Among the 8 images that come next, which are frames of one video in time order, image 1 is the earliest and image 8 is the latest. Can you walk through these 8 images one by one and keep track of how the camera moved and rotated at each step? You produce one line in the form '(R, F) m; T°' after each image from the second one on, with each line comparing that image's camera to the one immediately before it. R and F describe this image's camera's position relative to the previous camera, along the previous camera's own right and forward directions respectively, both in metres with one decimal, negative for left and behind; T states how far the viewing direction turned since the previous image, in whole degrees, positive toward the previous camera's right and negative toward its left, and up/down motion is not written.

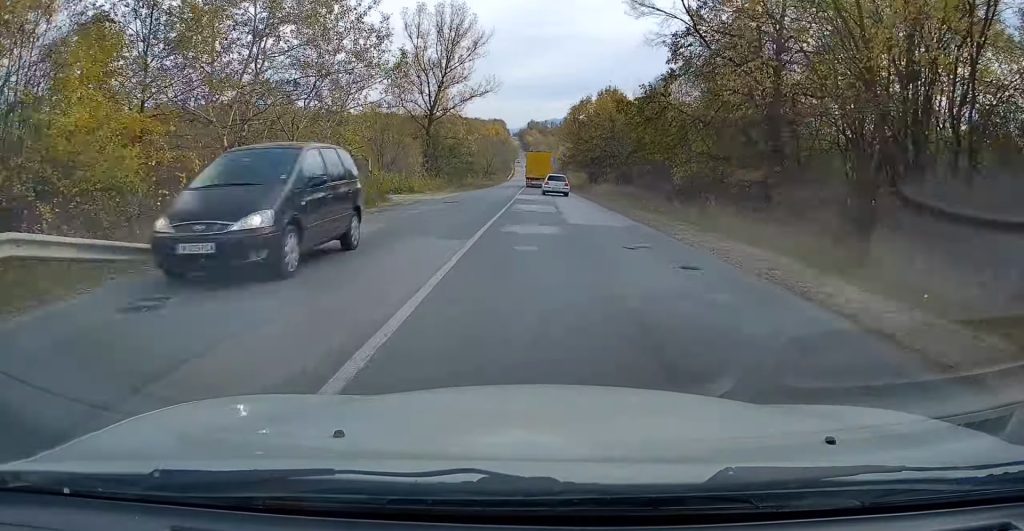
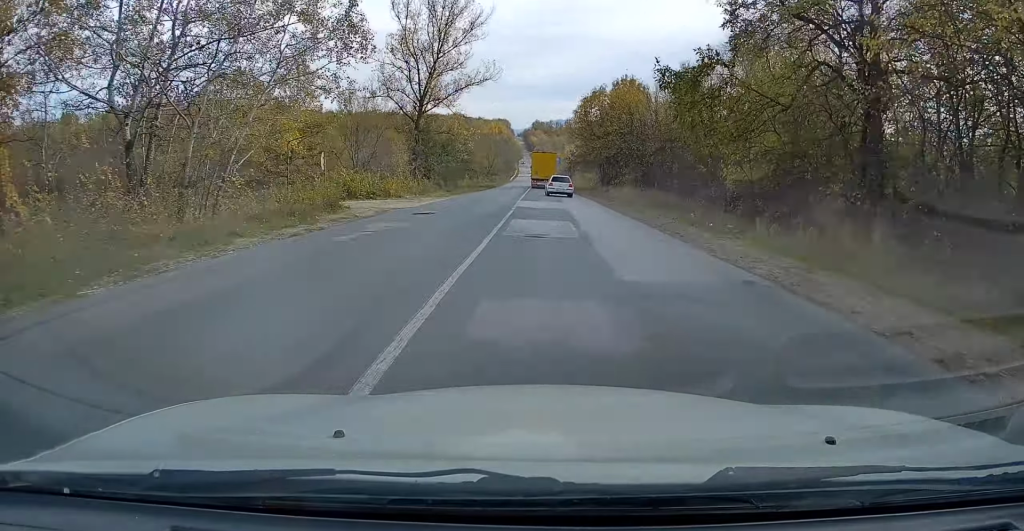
(0.0, +9.8) m; 0°
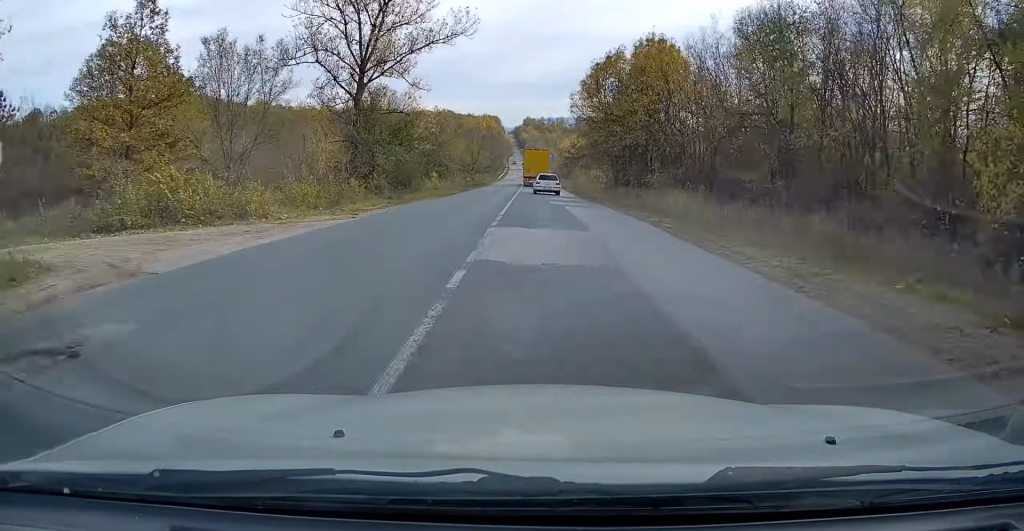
(0.0, +18.2) m; 0°
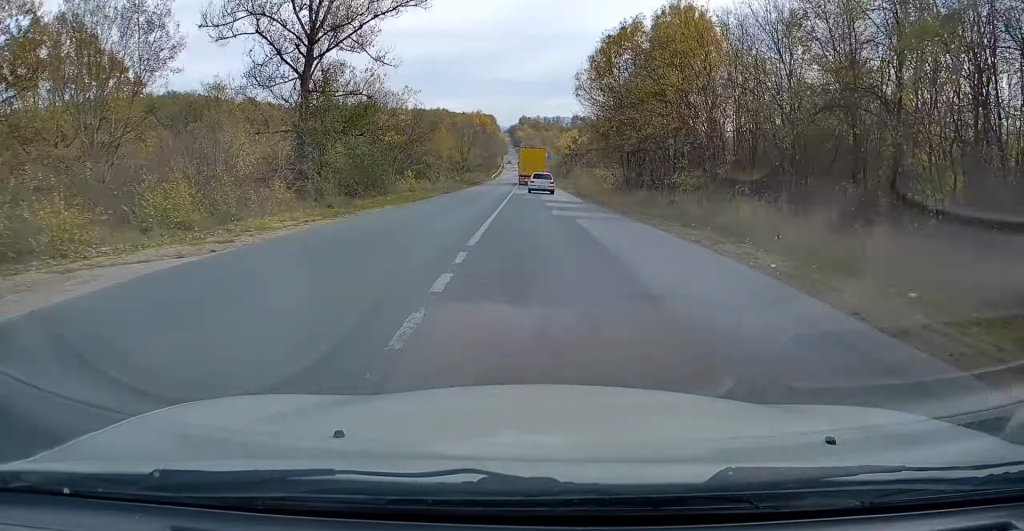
(0.0, +8.7) m; 0°
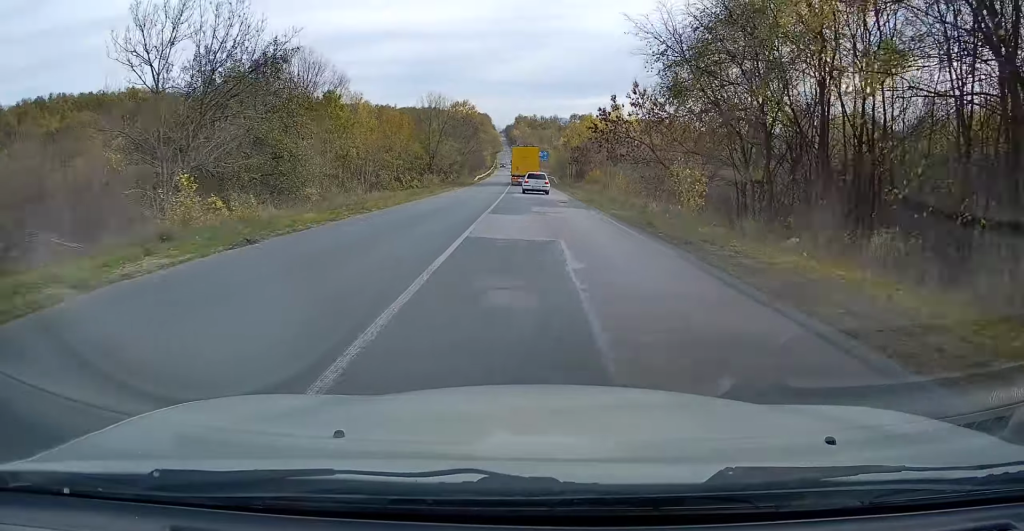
(+0.1, +26.2) m; +1°
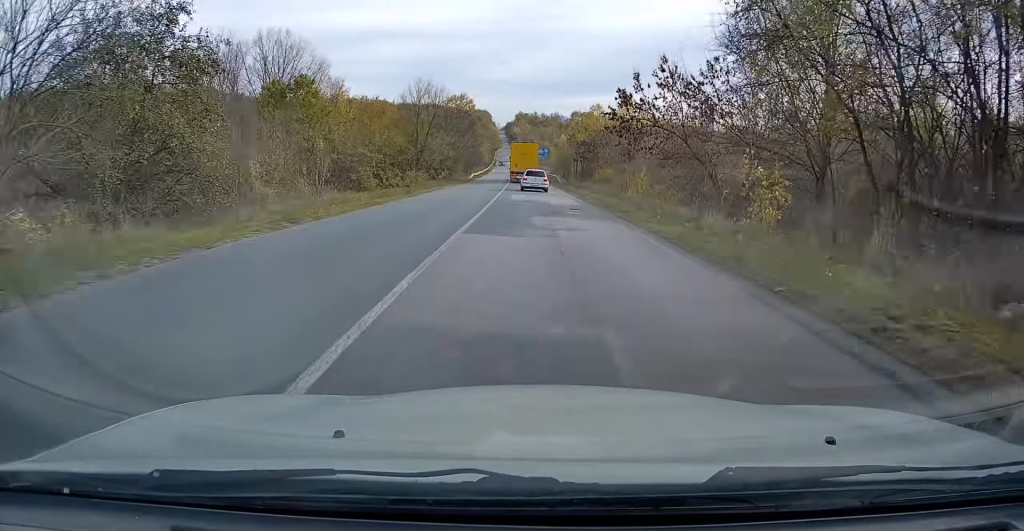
(0.0, +6.6) m; 0°
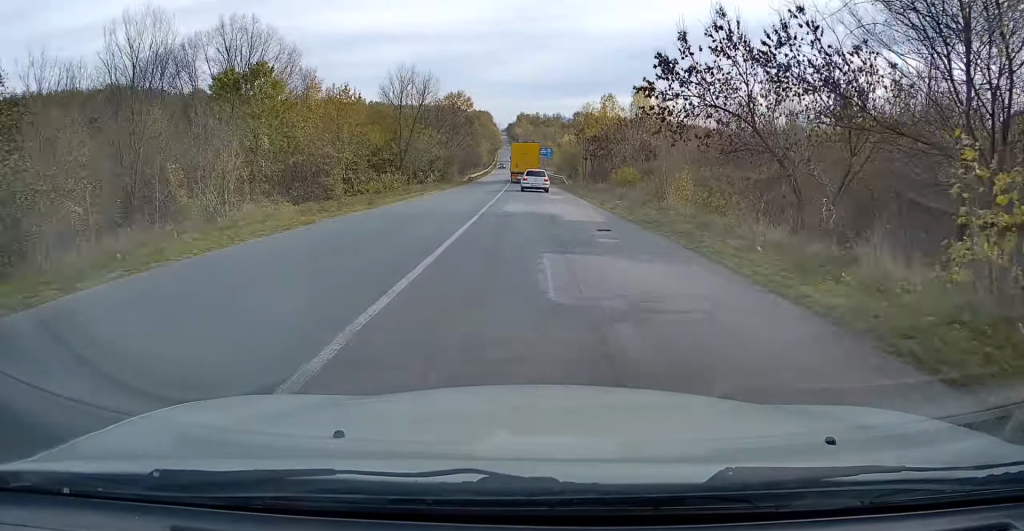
(+0.1, +7.6) m; 0°
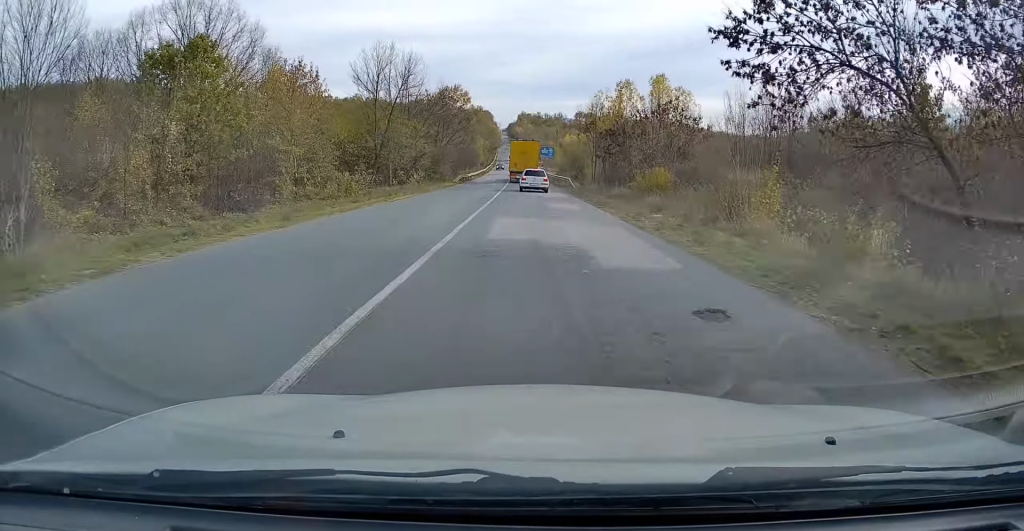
(-0.1, +7.9) m; 0°
